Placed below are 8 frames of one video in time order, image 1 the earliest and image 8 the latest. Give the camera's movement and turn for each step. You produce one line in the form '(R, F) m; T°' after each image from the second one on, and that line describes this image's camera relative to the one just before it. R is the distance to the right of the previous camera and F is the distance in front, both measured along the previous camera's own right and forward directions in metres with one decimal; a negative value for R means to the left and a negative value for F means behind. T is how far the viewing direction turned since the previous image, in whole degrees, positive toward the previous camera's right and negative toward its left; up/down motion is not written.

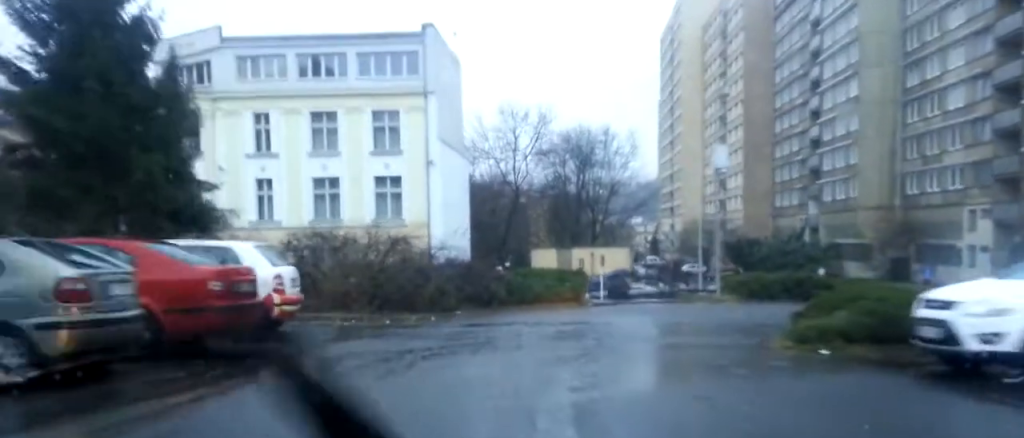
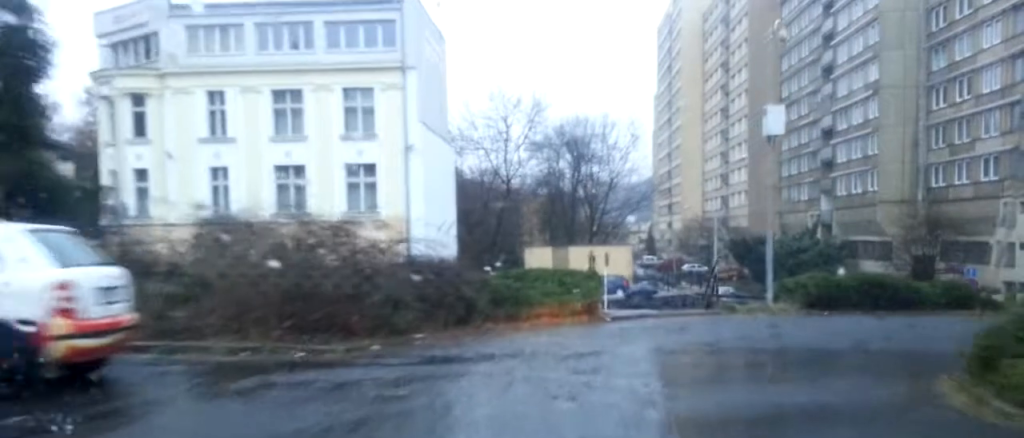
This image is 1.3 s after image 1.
(0.0, +5.6) m; +5°
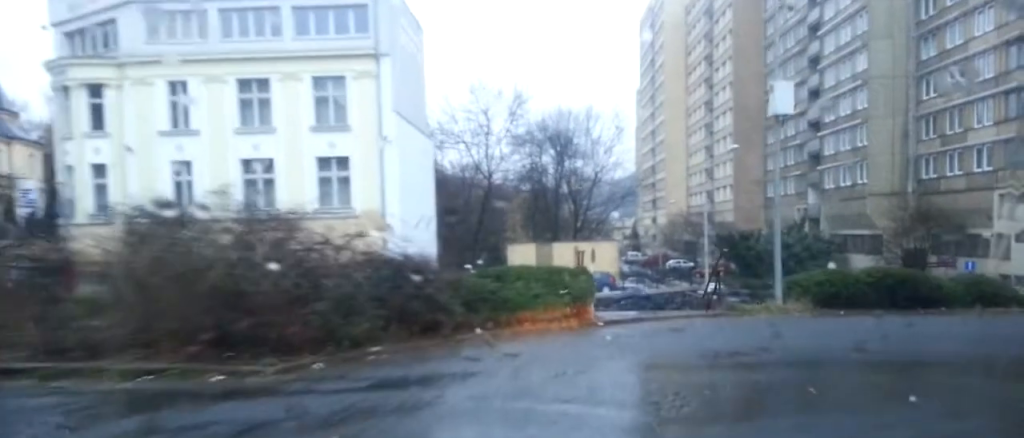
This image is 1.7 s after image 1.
(0.0, +1.9) m; +4°
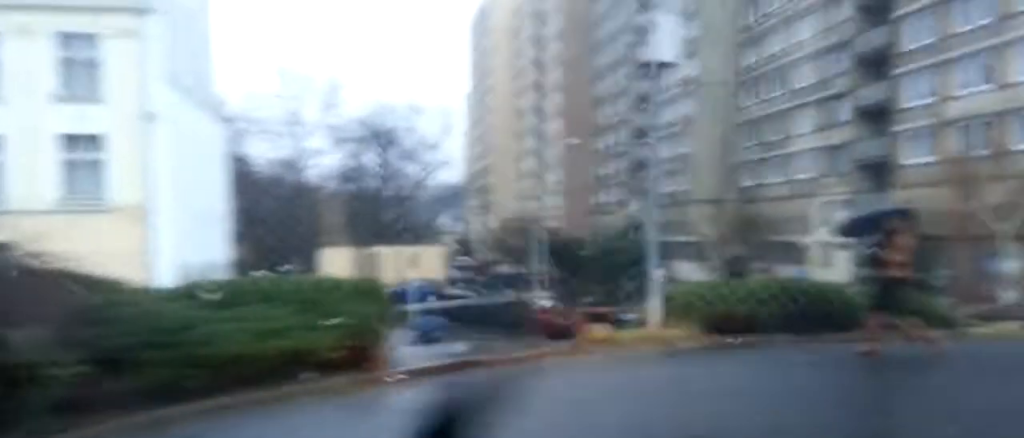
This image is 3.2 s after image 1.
(+0.7, +5.6) m; +8°
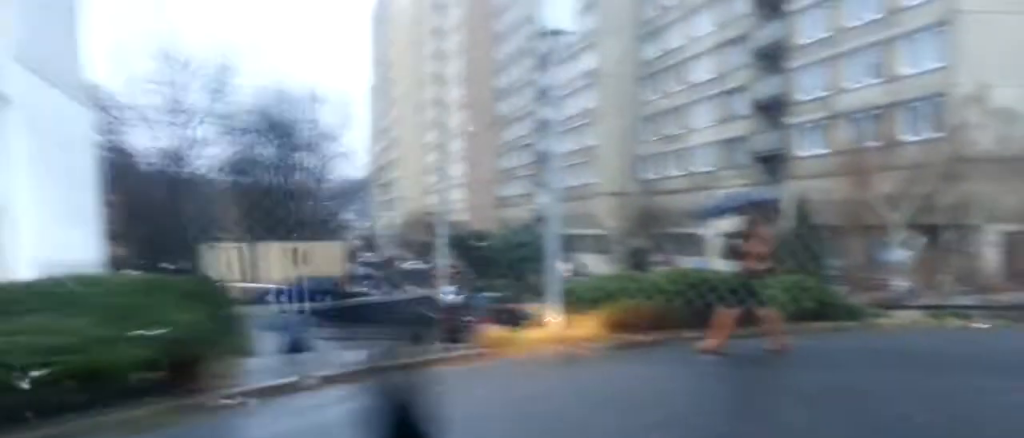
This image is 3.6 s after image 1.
(0.0, +1.4) m; +2°
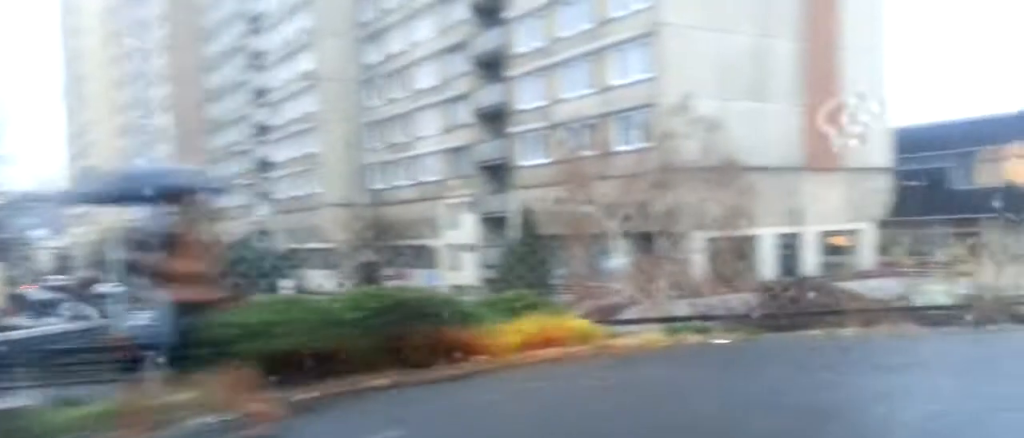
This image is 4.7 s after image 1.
(+0.2, +3.6) m; +18°
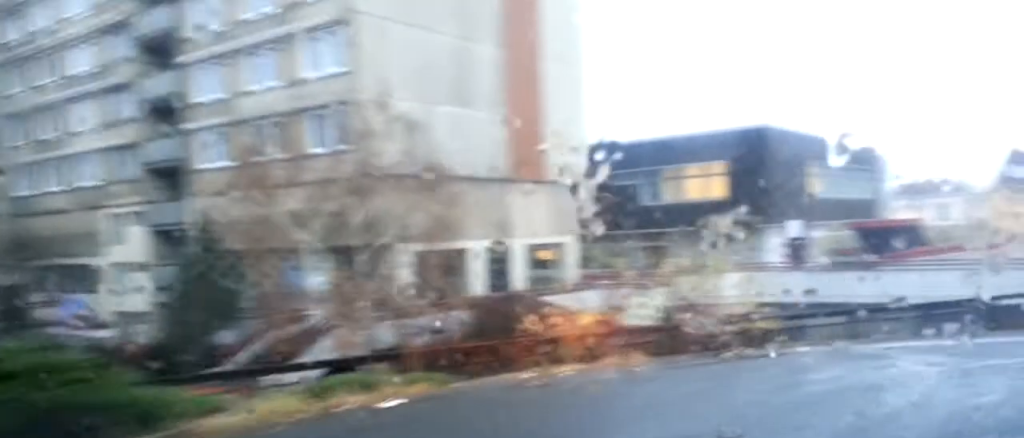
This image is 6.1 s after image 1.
(+1.4, +3.8) m; +31°
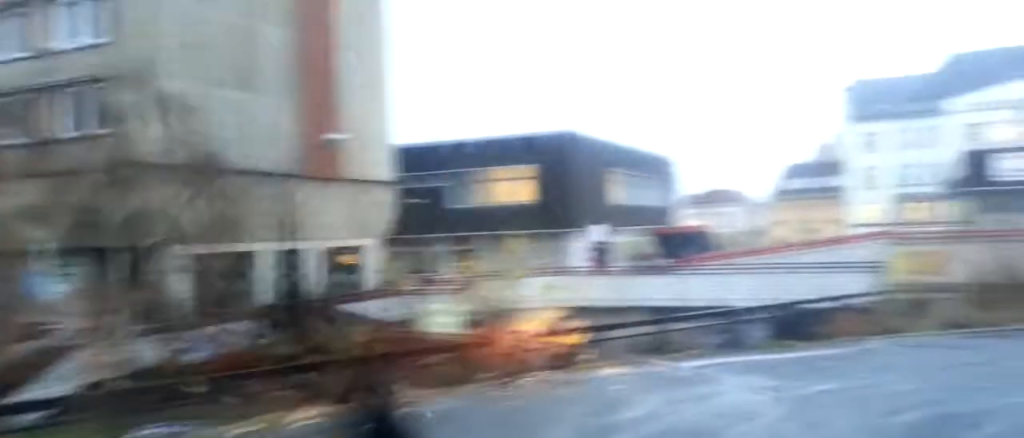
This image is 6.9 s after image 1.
(+0.2, +2.2) m; +11°
